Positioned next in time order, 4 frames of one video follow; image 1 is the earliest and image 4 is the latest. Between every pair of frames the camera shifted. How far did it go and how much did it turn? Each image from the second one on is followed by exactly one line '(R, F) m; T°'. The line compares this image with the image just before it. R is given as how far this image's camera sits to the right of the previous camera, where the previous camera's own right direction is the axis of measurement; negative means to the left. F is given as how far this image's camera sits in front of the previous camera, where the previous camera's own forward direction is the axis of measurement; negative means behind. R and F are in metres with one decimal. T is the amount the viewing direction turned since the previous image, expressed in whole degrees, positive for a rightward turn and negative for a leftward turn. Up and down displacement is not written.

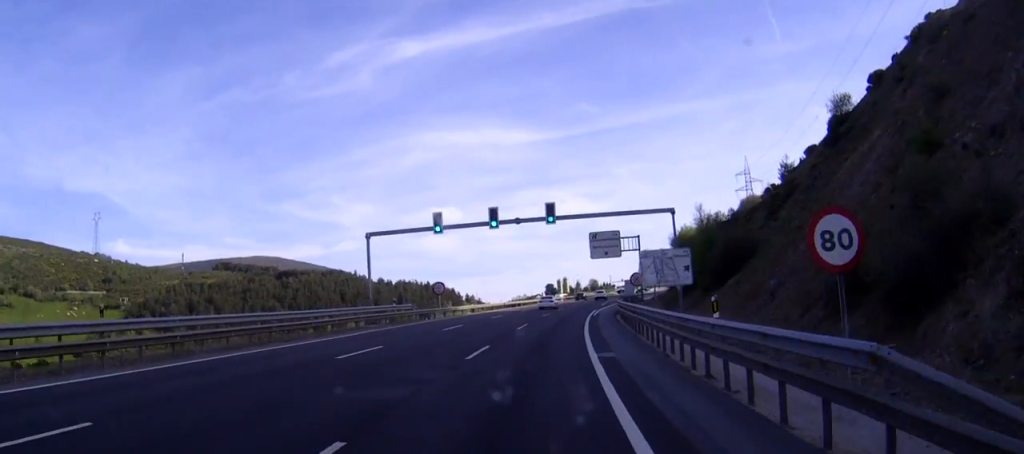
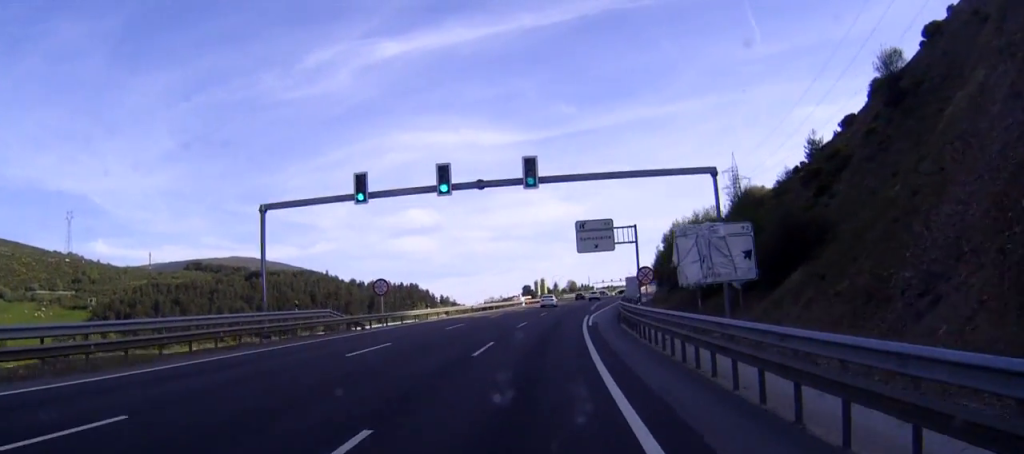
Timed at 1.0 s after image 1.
(+0.1, +16.4) m; +2°
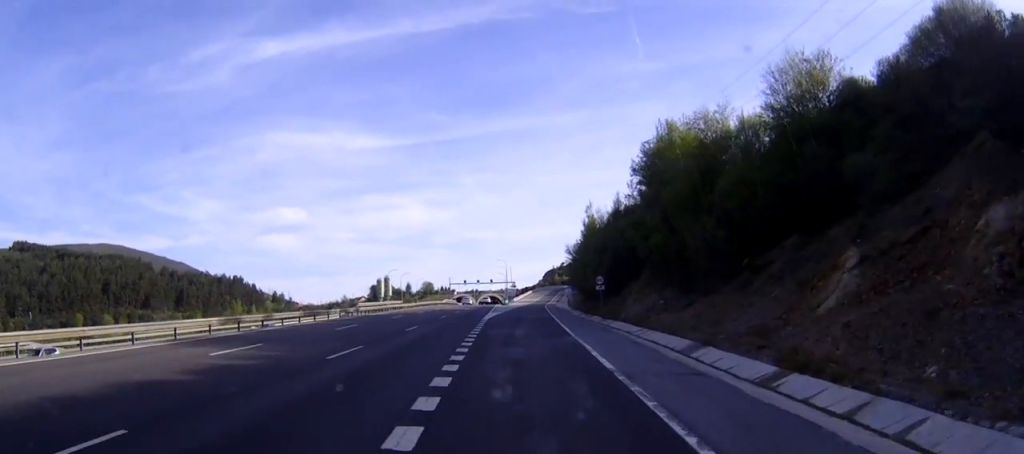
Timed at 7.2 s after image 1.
(+10.4, +104.6) m; +9°
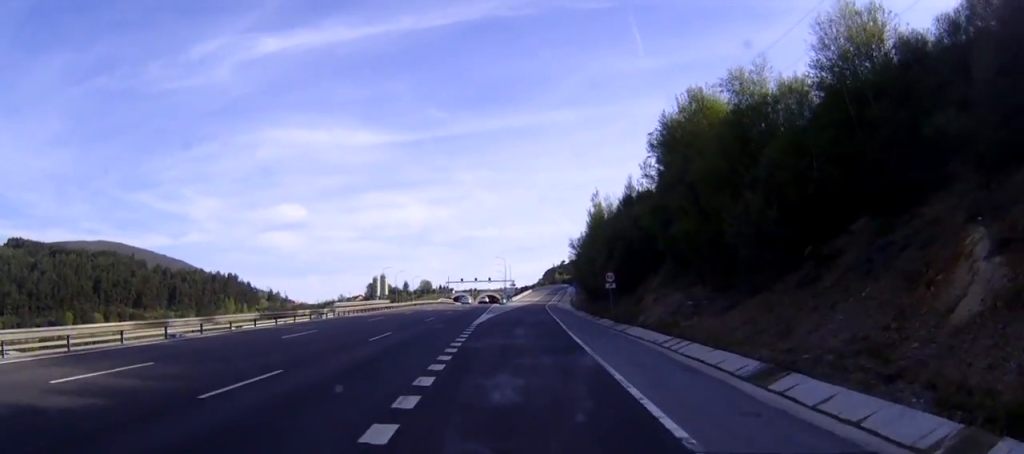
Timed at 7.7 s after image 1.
(0.0, +8.3) m; 0°
